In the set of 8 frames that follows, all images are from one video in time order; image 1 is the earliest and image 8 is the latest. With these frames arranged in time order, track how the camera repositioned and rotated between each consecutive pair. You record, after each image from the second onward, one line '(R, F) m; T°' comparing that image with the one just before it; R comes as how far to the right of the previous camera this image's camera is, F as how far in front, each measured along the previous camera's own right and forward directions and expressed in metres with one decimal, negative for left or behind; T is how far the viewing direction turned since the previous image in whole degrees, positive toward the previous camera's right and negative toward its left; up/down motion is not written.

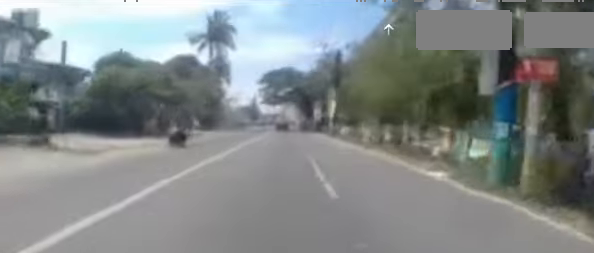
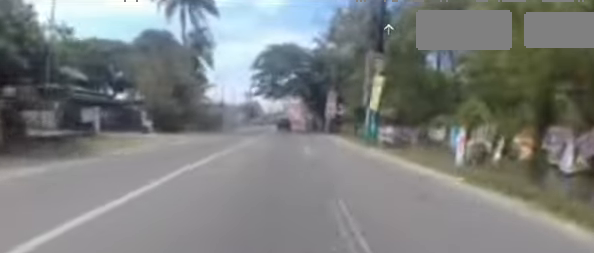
(+0.1, +12.5) m; +1°
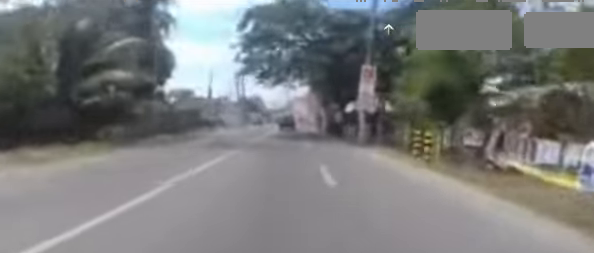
(0.0, +12.8) m; -1°
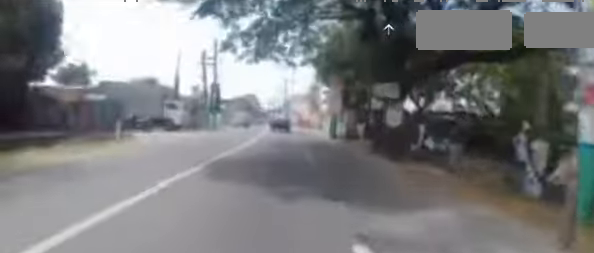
(-0.4, +13.7) m; -2°
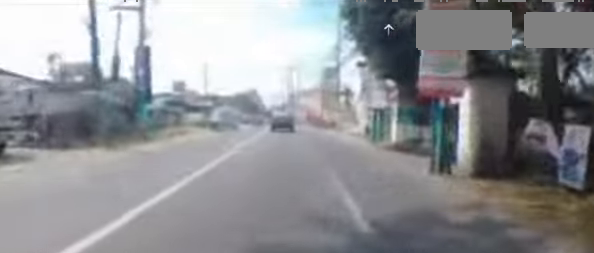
(-0.2, +13.4) m; -1°
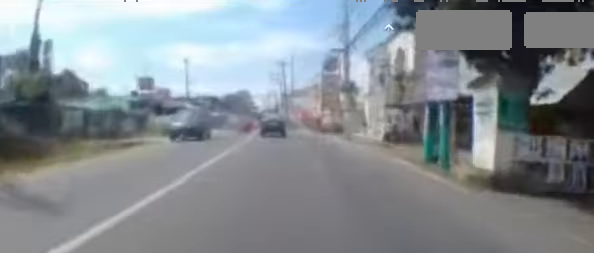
(+0.1, +7.0) m; 0°
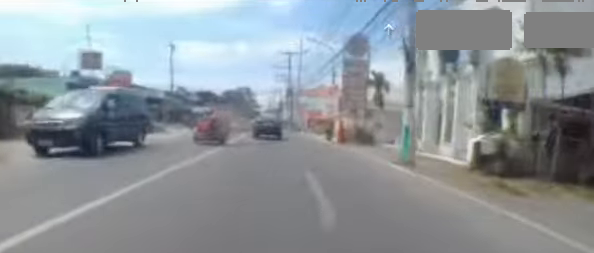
(-0.1, +9.5) m; -2°
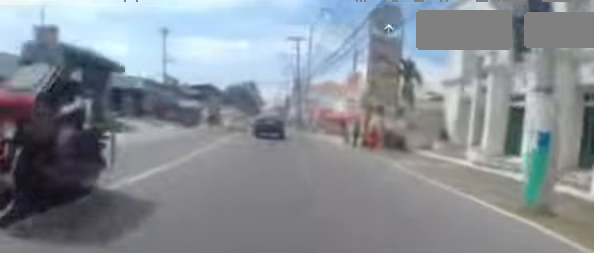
(0.0, +5.4) m; +1°
